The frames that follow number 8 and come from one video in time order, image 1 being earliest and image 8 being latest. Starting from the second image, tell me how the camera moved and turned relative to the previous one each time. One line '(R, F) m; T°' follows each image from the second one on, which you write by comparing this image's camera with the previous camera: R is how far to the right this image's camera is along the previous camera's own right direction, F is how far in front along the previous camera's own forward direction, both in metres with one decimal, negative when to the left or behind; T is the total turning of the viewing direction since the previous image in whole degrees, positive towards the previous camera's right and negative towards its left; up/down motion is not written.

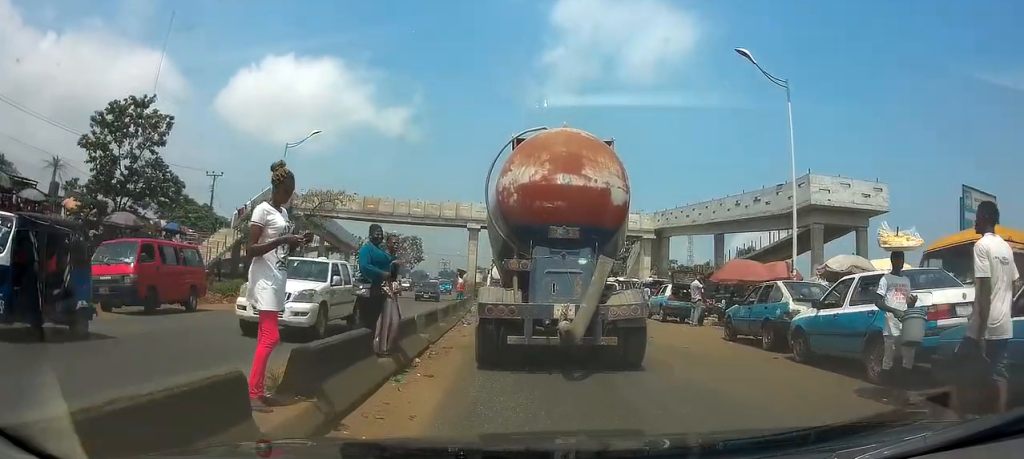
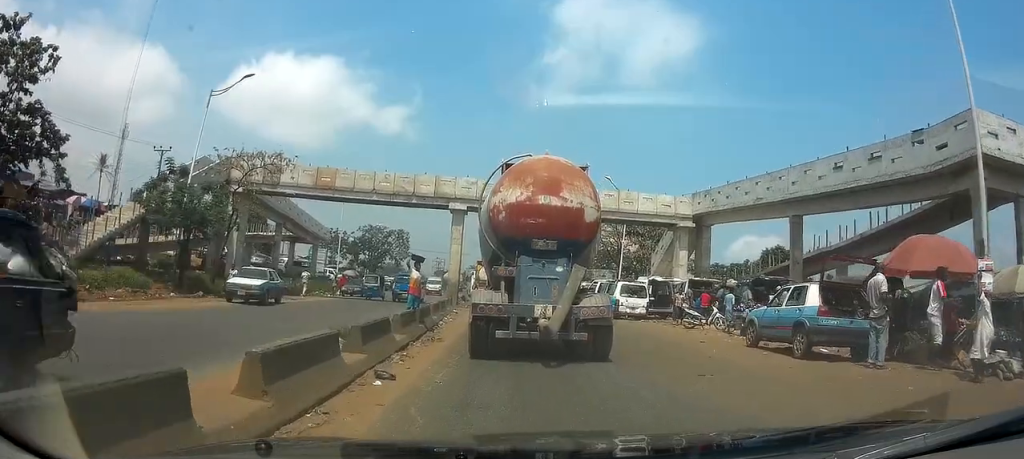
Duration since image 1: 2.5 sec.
(+0.2, +11.6) m; 0°
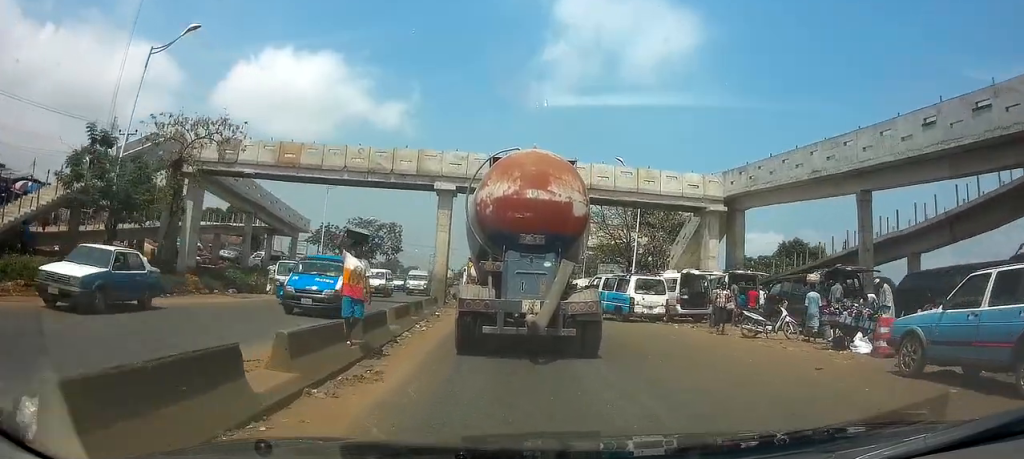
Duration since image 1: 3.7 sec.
(-0.1, +5.9) m; -1°
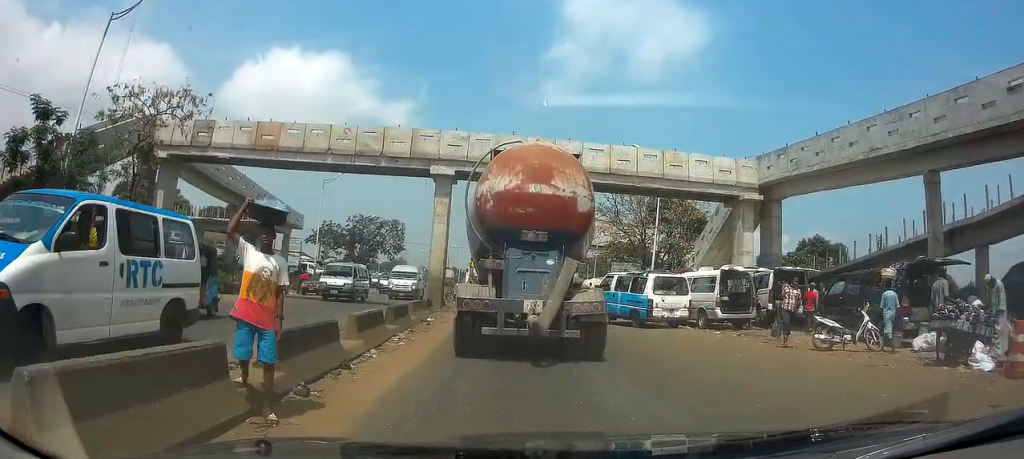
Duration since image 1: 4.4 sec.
(0.0, +3.8) m; 0°
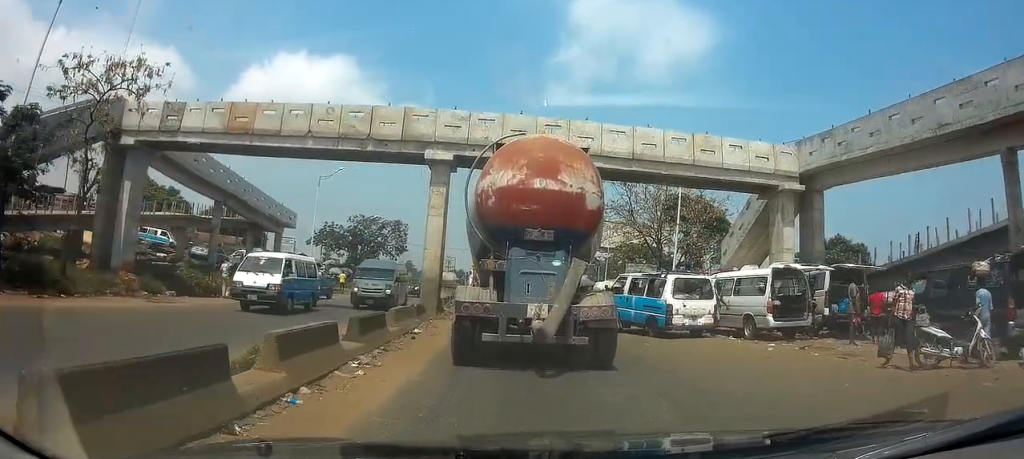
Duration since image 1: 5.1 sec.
(0.0, +3.6) m; 0°
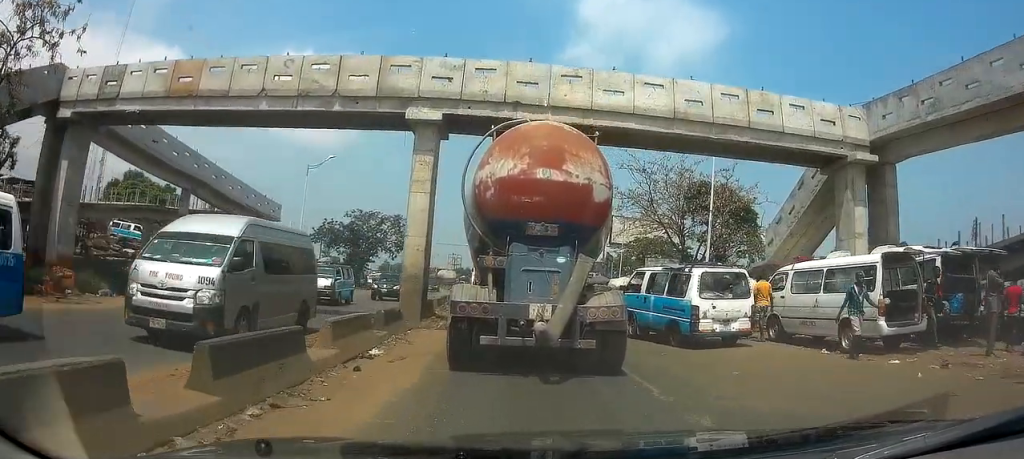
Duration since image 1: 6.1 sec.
(0.0, +5.2) m; -1°
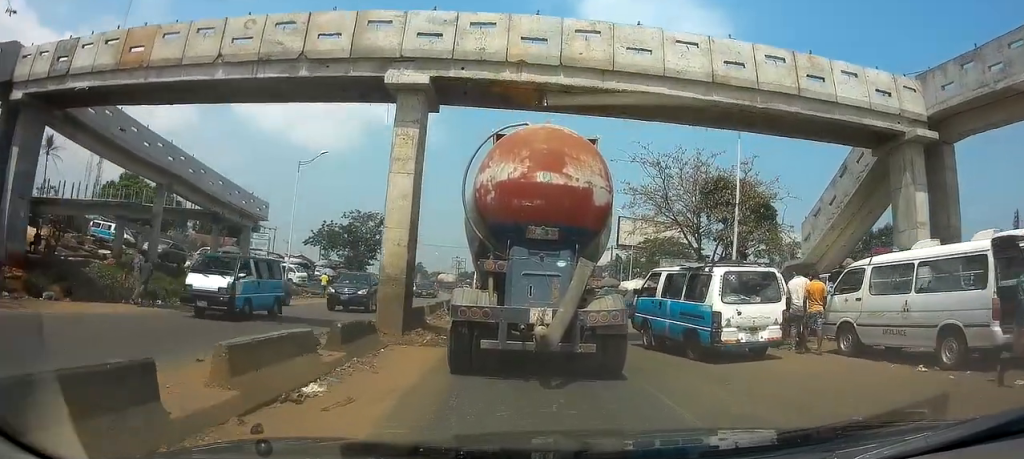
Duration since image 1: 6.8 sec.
(0.0, +3.4) m; -1°
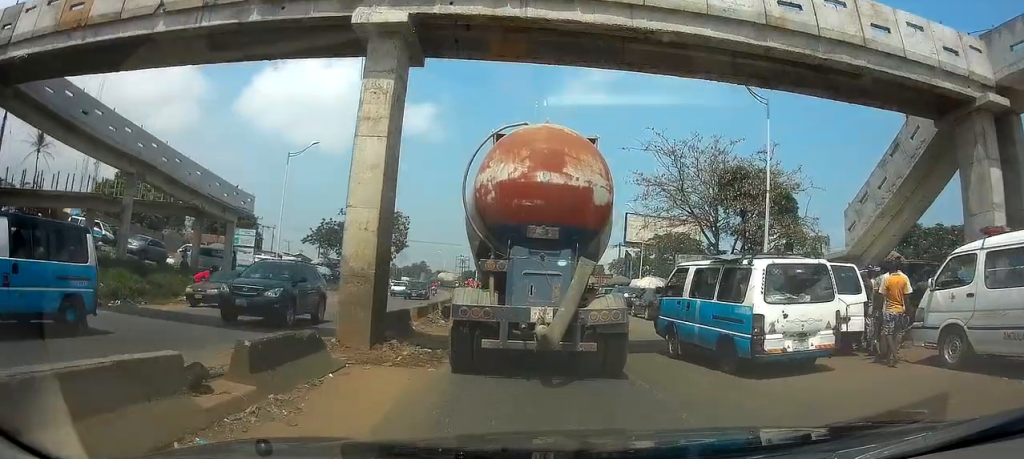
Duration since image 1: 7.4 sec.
(0.0, +3.5) m; 0°
